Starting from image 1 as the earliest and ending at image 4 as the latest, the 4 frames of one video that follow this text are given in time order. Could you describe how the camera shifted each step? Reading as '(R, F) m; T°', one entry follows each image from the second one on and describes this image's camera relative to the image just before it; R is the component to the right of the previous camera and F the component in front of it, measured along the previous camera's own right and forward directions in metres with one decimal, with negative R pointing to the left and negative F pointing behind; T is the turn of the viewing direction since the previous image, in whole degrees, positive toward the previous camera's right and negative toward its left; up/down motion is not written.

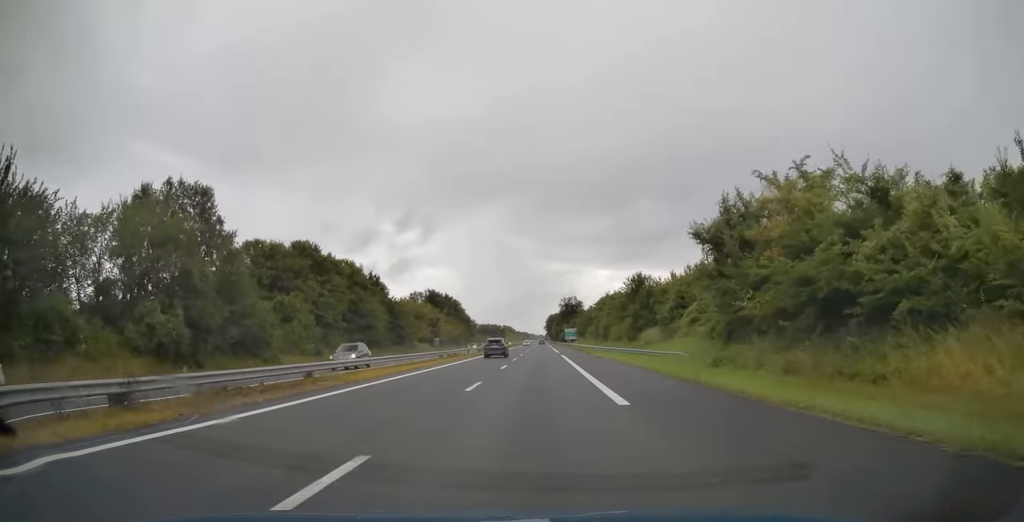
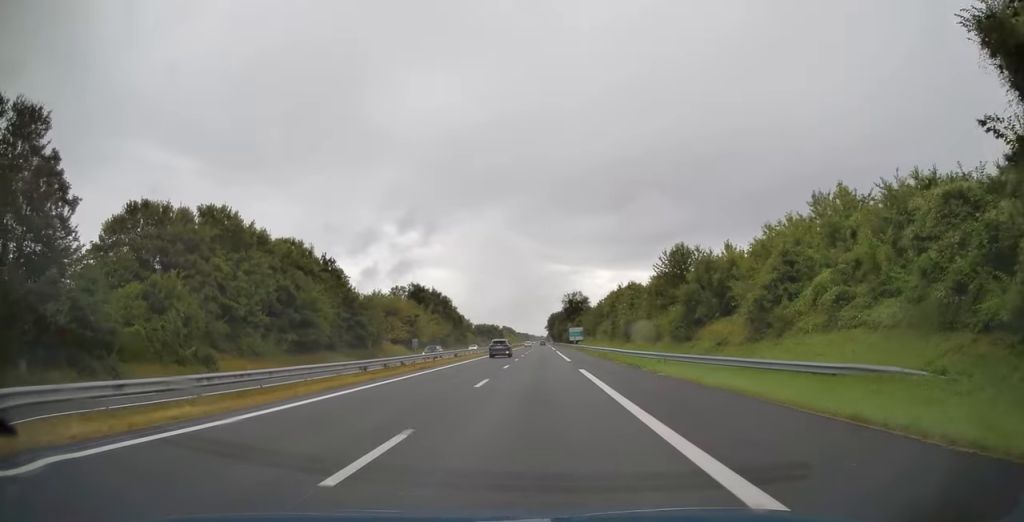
(0.0, +24.2) m; 0°
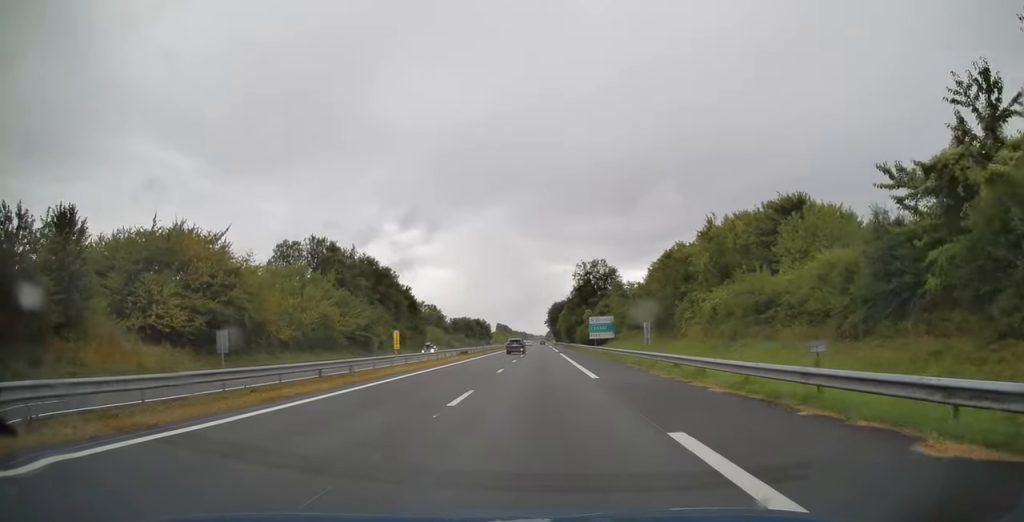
(-0.1, +70.8) m; 0°
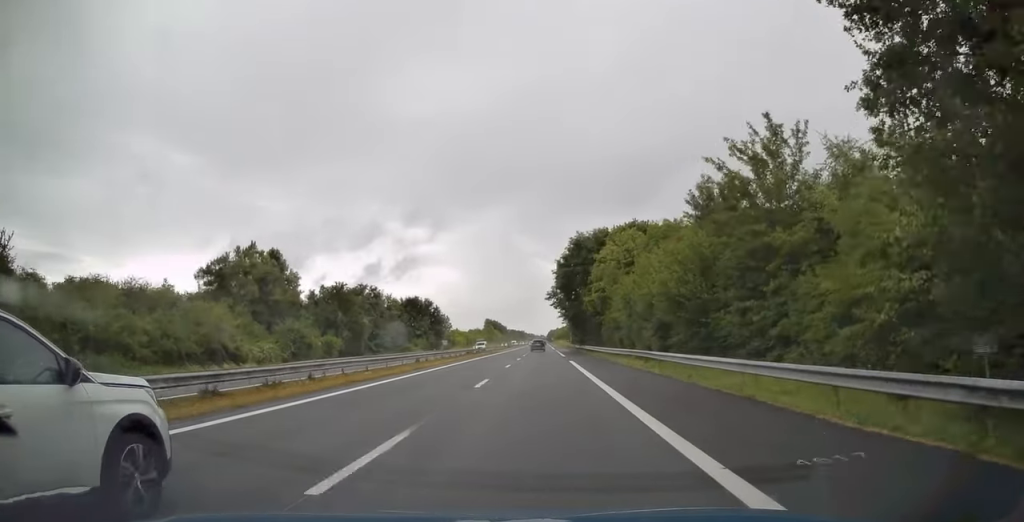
(+0.1, +125.1) m; 0°
